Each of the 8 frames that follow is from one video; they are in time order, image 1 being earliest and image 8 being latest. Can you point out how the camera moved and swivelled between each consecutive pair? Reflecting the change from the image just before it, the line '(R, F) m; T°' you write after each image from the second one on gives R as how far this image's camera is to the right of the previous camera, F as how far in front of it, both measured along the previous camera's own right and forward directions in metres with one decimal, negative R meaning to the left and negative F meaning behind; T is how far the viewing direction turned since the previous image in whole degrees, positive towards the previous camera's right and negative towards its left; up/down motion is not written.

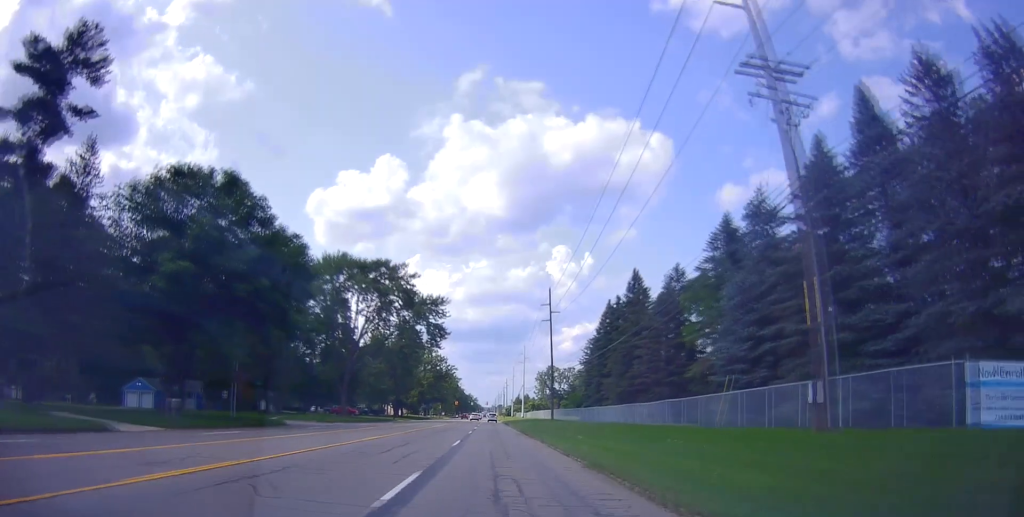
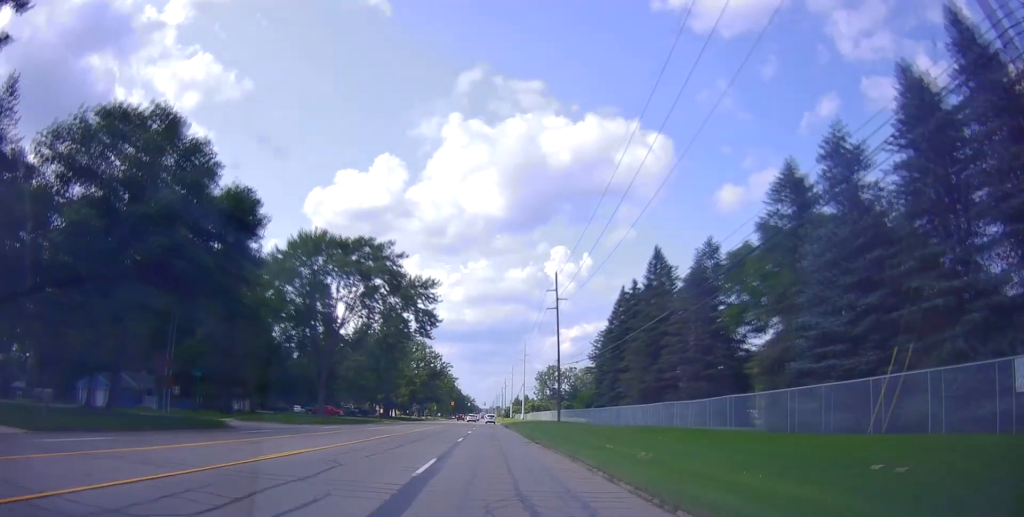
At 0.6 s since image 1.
(0.0, +11.1) m; -1°
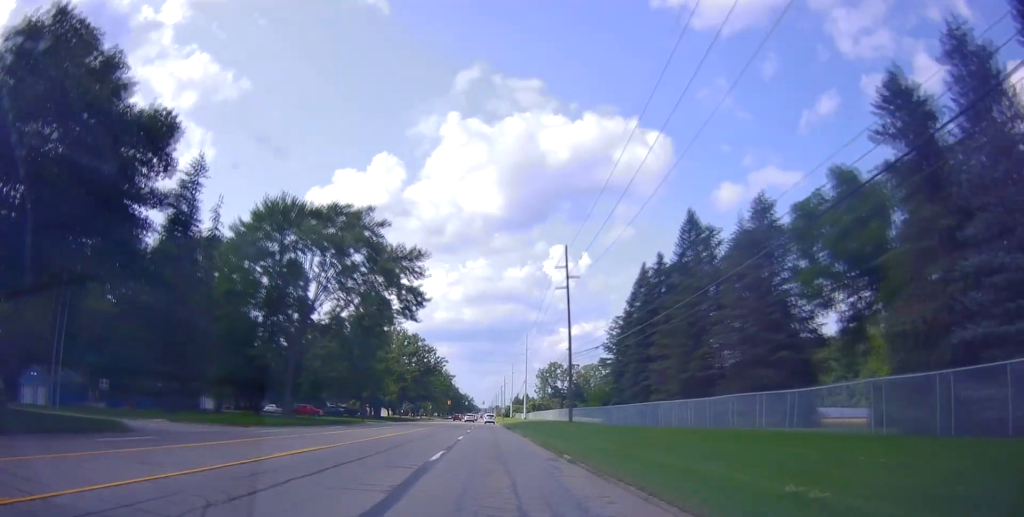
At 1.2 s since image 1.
(0.0, +12.4) m; -1°
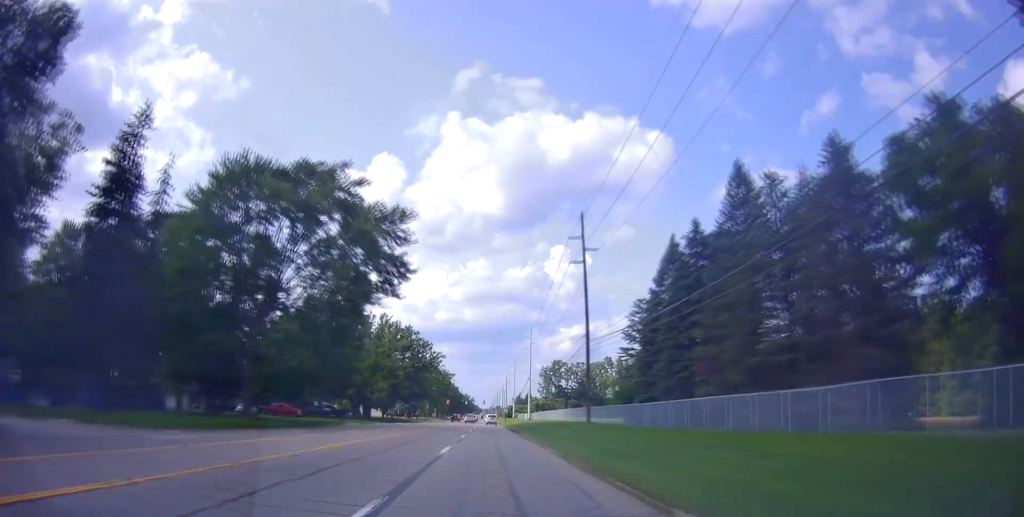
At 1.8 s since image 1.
(-0.5, +11.7) m; 0°
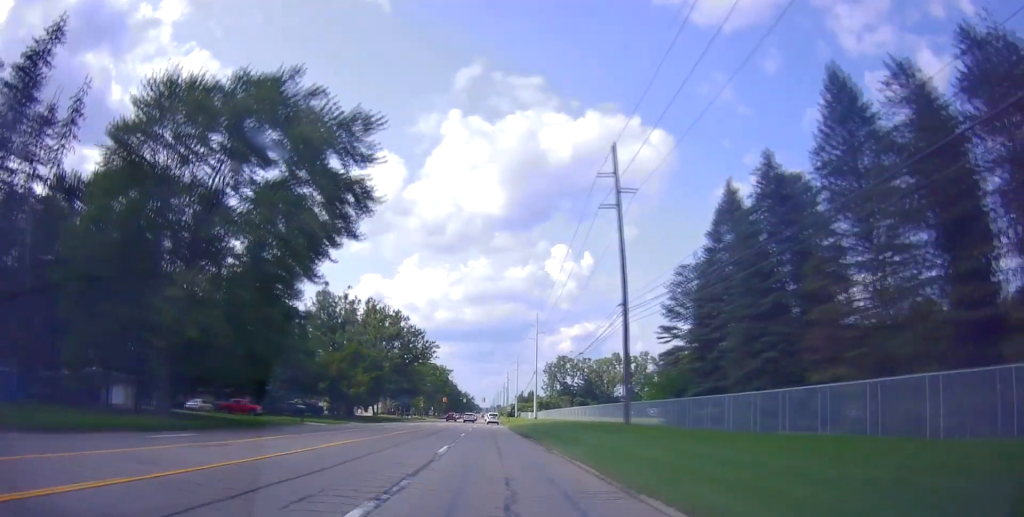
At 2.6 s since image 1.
(+0.3, +15.4) m; +1°
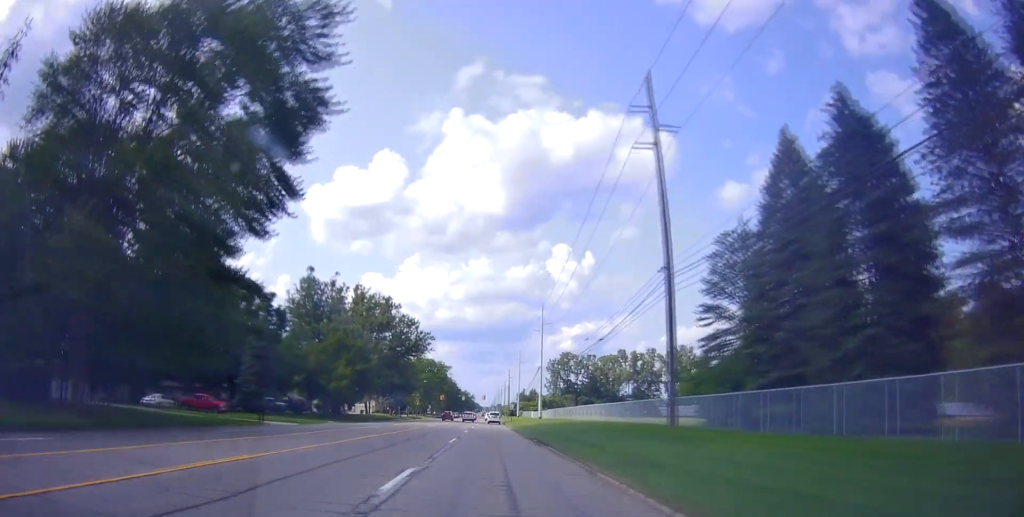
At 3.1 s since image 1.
(+0.2, +10.1) m; +1°
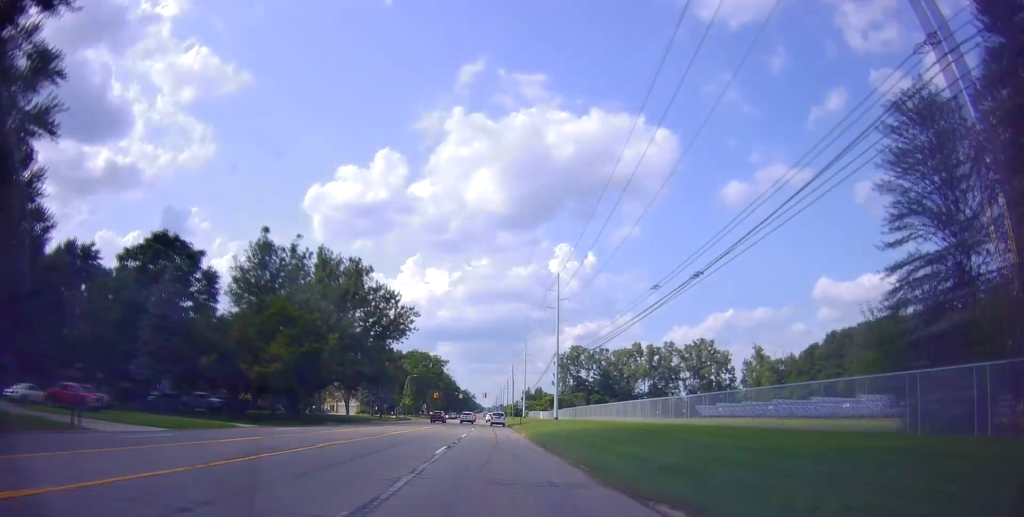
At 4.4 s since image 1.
(0.0, +22.7) m; -1°
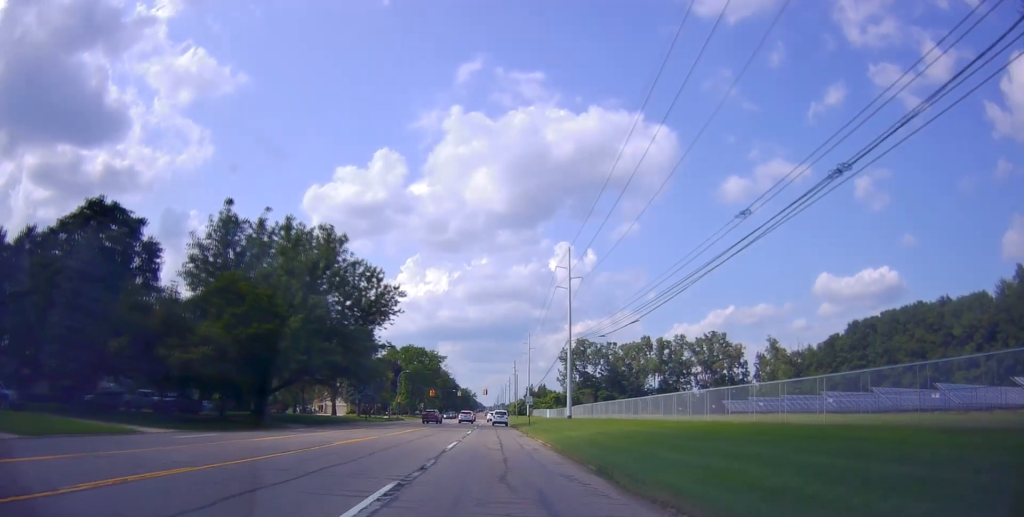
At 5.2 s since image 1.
(0.0, +12.7) m; -1°
